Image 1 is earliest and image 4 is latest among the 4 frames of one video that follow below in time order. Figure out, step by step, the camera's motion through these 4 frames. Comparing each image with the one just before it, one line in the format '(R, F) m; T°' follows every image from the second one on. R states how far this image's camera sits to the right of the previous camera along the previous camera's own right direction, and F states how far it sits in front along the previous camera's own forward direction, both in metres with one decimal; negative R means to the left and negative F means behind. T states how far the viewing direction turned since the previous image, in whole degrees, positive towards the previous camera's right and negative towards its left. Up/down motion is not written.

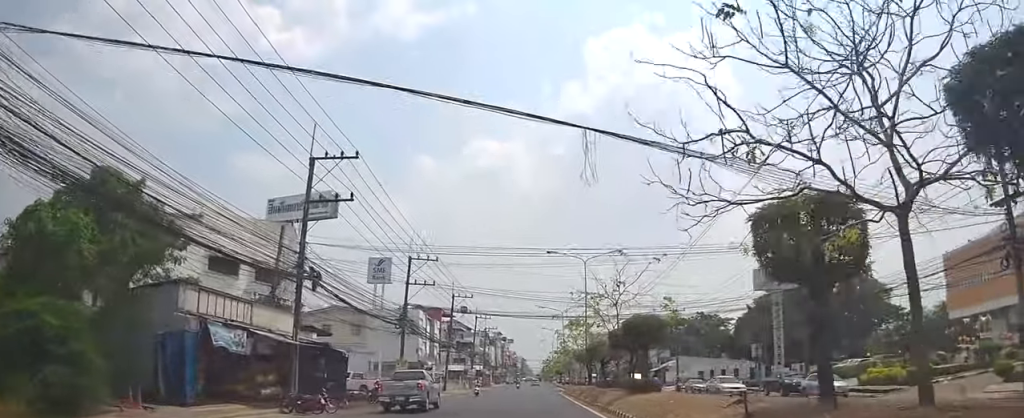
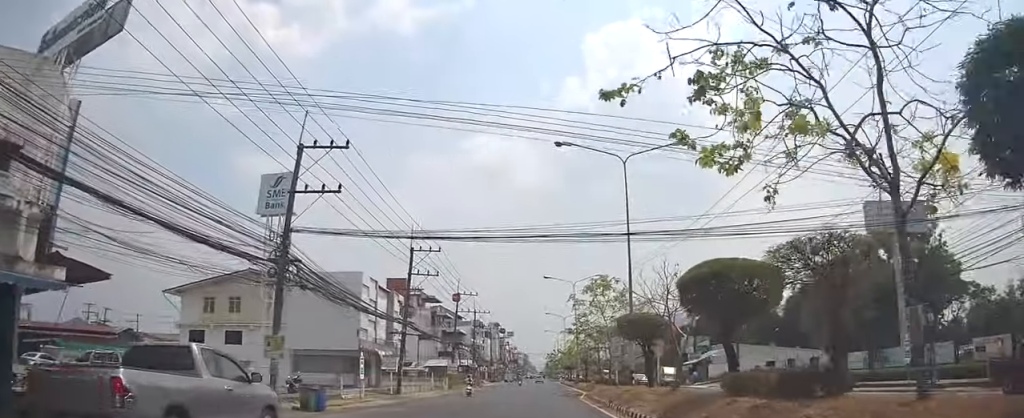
(-0.1, +24.6) m; 0°
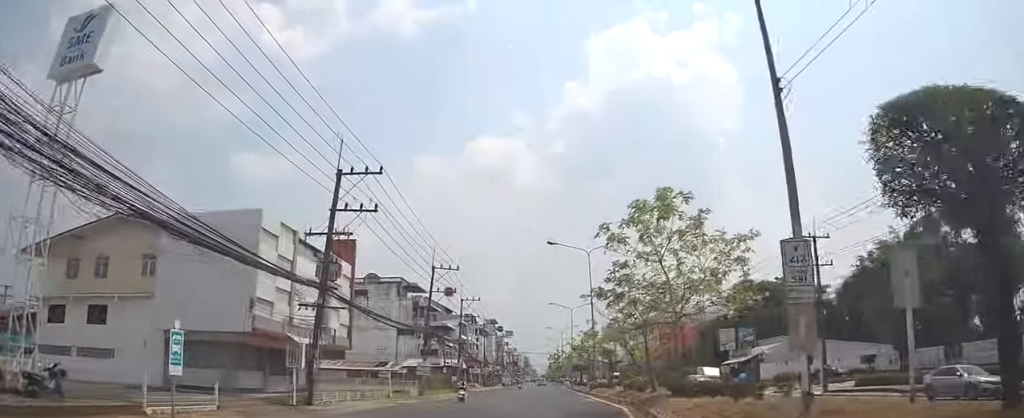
(-0.1, +18.4) m; 0°
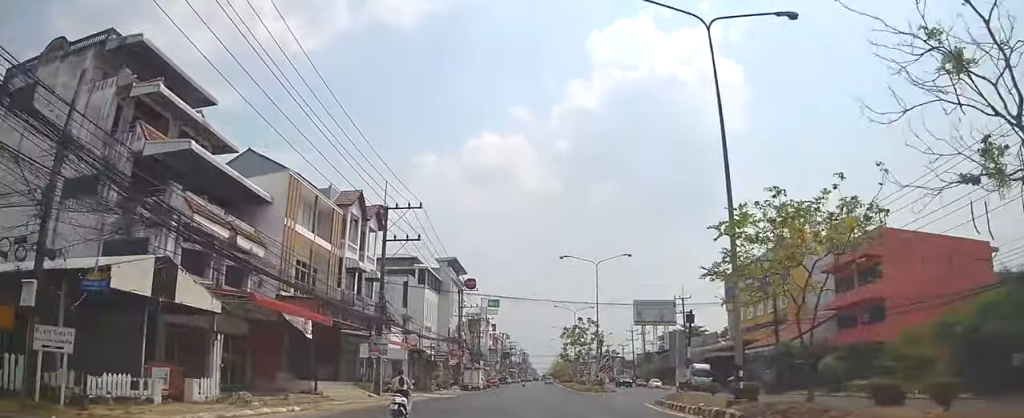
(+1.6, +71.9) m; +1°
